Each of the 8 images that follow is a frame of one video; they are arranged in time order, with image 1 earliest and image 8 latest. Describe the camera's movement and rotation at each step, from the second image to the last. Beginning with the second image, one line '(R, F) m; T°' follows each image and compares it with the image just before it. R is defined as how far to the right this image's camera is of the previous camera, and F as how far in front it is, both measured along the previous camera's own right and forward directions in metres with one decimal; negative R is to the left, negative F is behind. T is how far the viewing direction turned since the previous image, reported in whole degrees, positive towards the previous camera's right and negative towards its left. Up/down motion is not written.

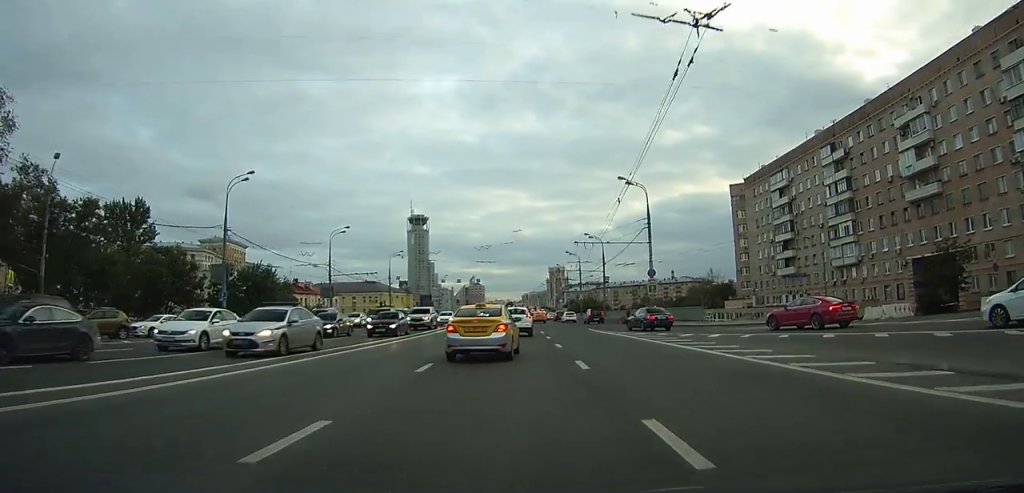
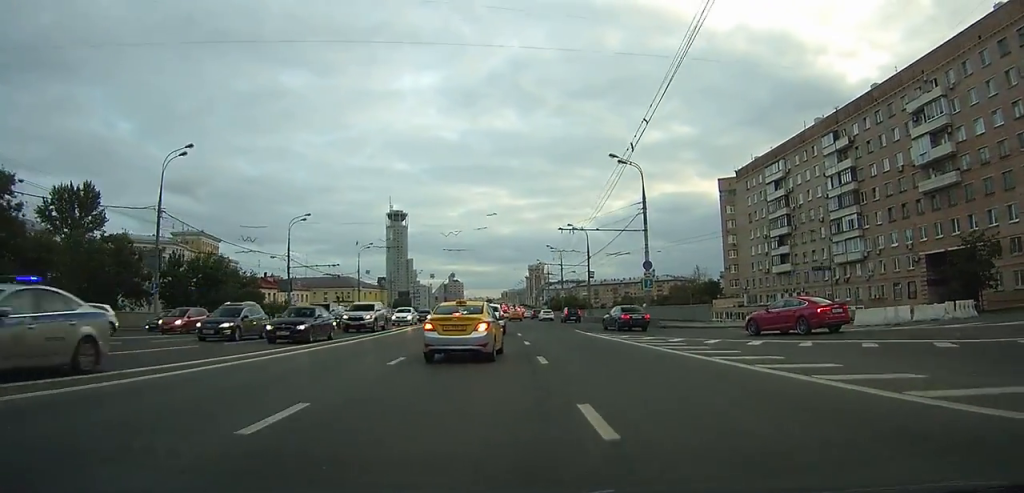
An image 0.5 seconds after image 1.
(0.0, +7.0) m; +1°
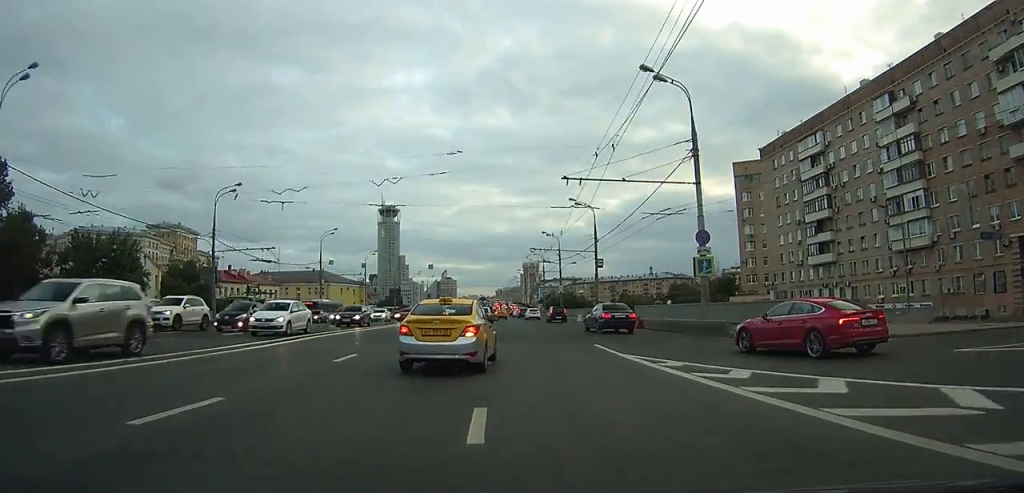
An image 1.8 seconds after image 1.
(+0.2, +15.6) m; +1°
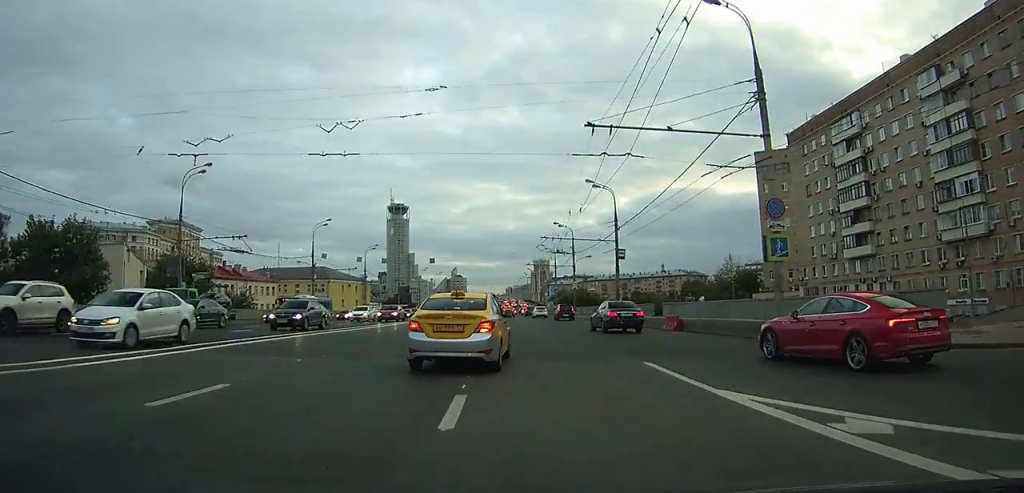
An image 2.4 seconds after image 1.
(0.0, +7.0) m; -1°
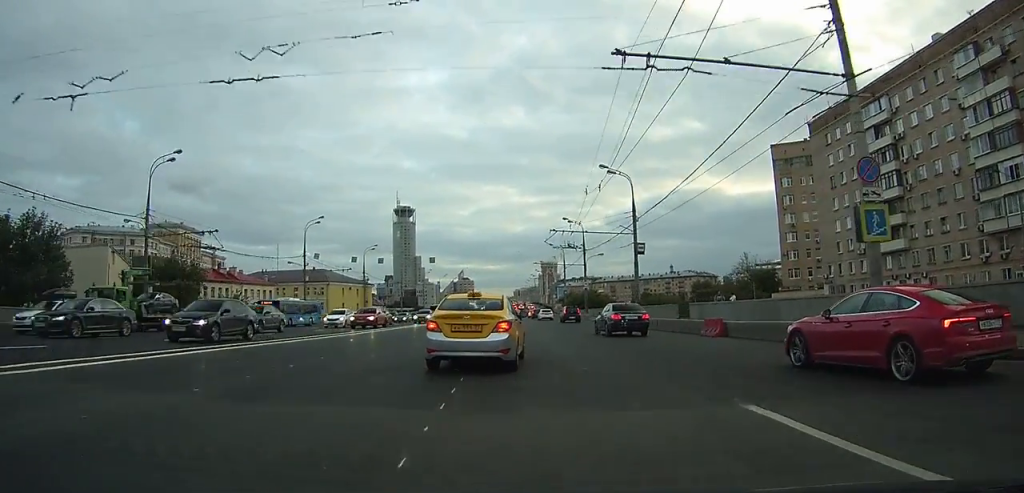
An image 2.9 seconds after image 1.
(0.0, +5.6) m; -1°
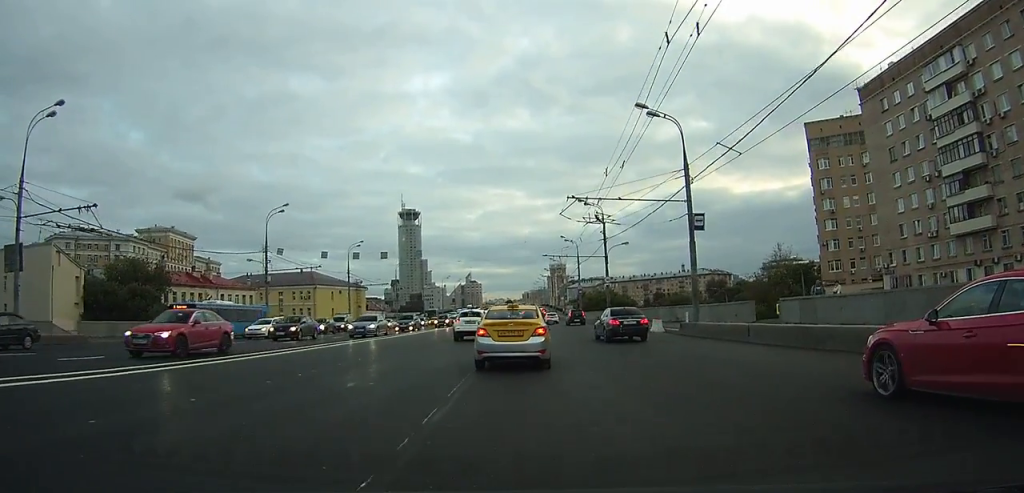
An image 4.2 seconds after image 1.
(-0.2, +13.8) m; -1°
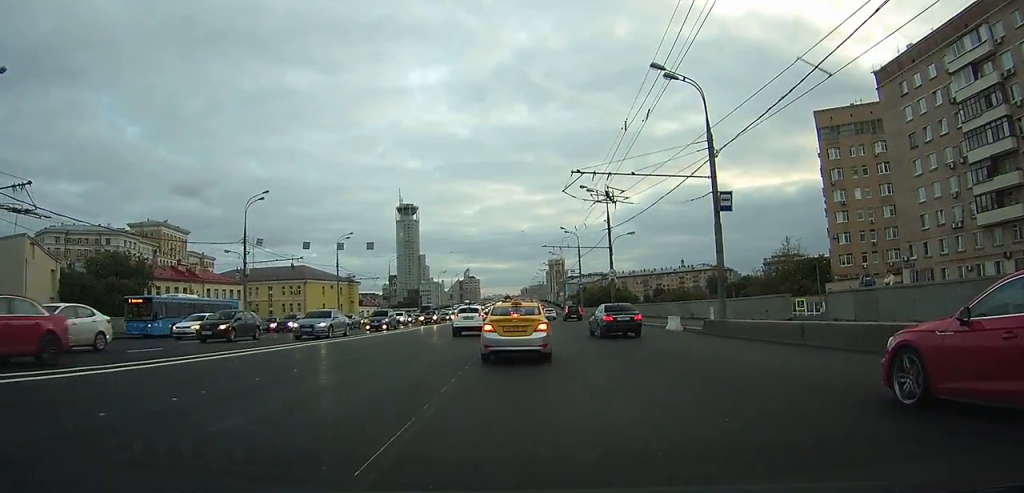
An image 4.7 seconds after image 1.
(0.0, +4.7) m; 0°
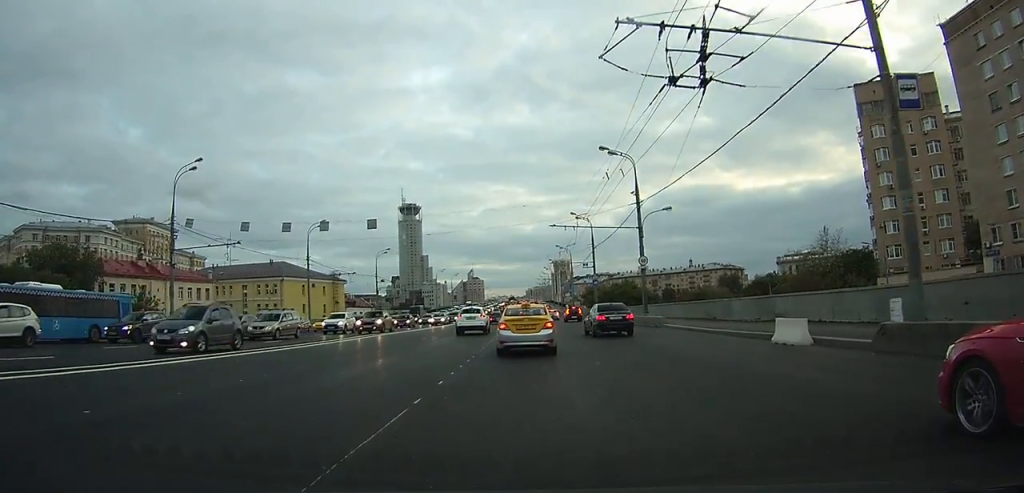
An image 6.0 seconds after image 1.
(-0.2, +14.0) m; -1°
